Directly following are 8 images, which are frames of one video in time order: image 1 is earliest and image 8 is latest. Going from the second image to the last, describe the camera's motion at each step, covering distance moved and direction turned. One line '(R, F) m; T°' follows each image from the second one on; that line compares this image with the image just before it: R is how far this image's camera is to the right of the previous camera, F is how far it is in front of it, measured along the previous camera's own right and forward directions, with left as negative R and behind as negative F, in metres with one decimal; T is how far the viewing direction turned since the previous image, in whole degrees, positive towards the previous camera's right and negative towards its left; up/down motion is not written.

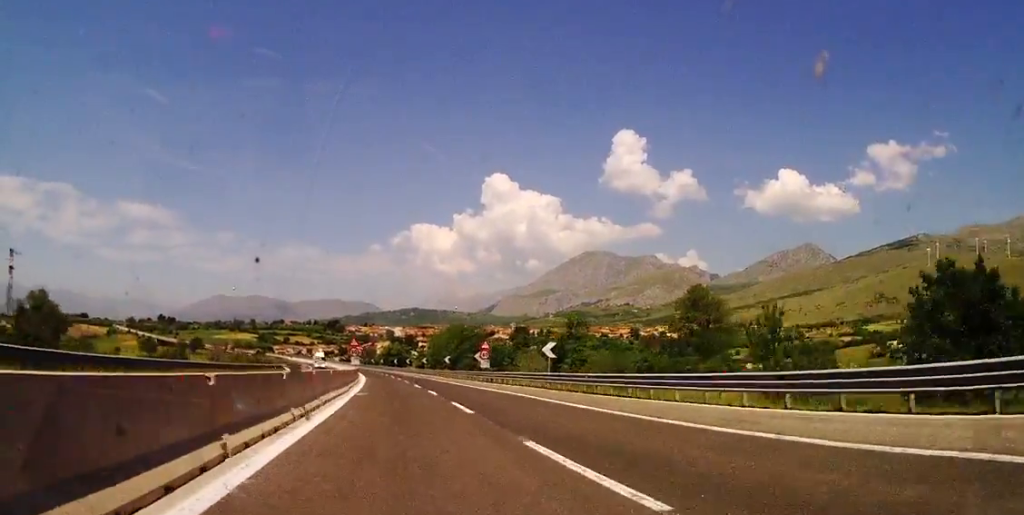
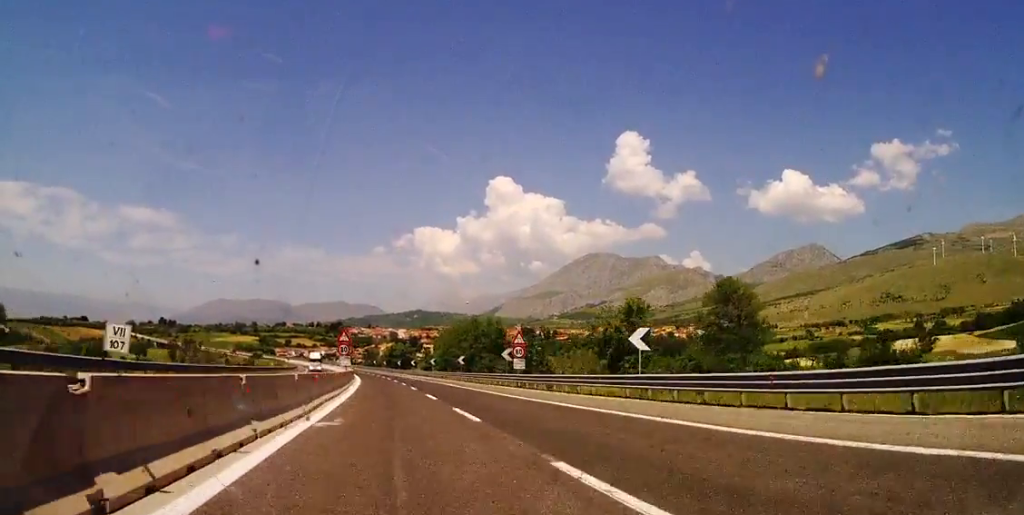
(-0.3, +15.8) m; -1°
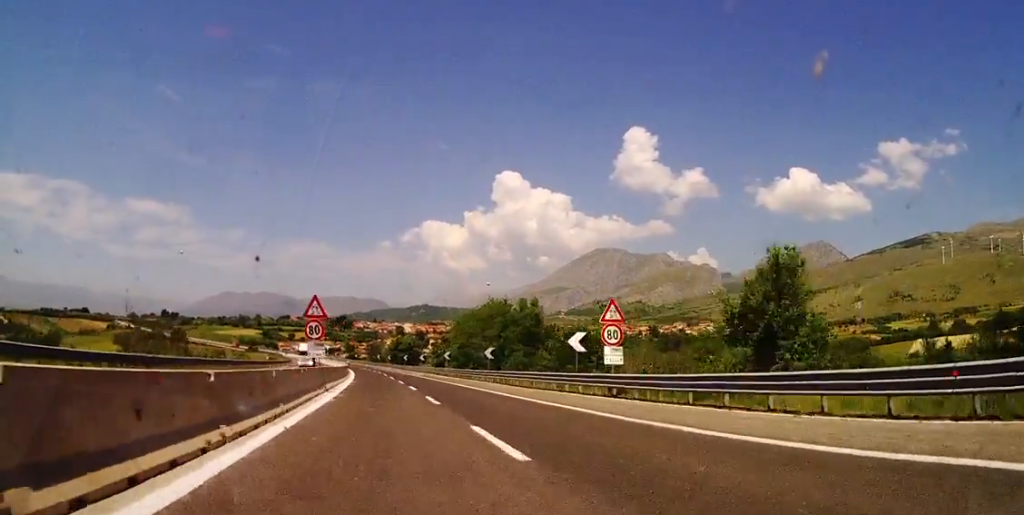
(-0.4, +19.5) m; -2°
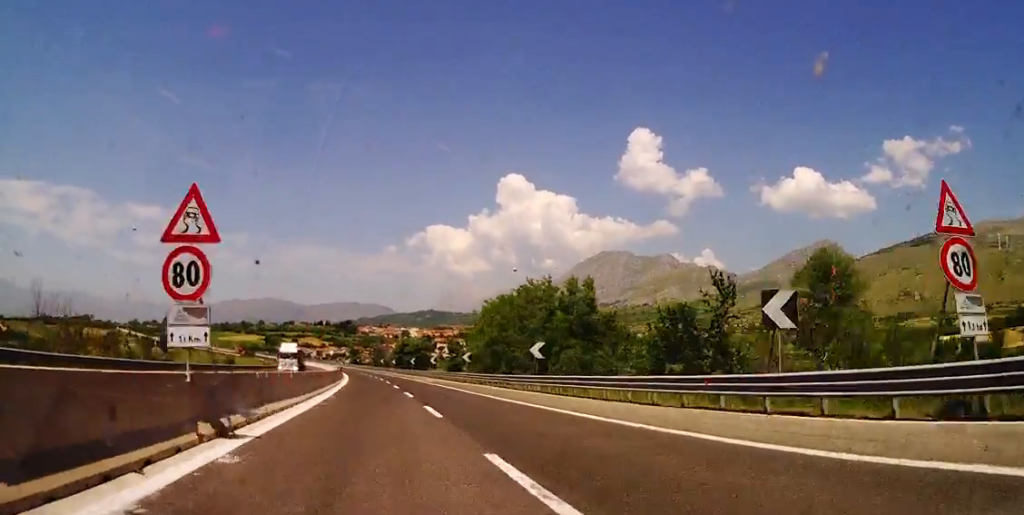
(-0.2, +18.2) m; 0°
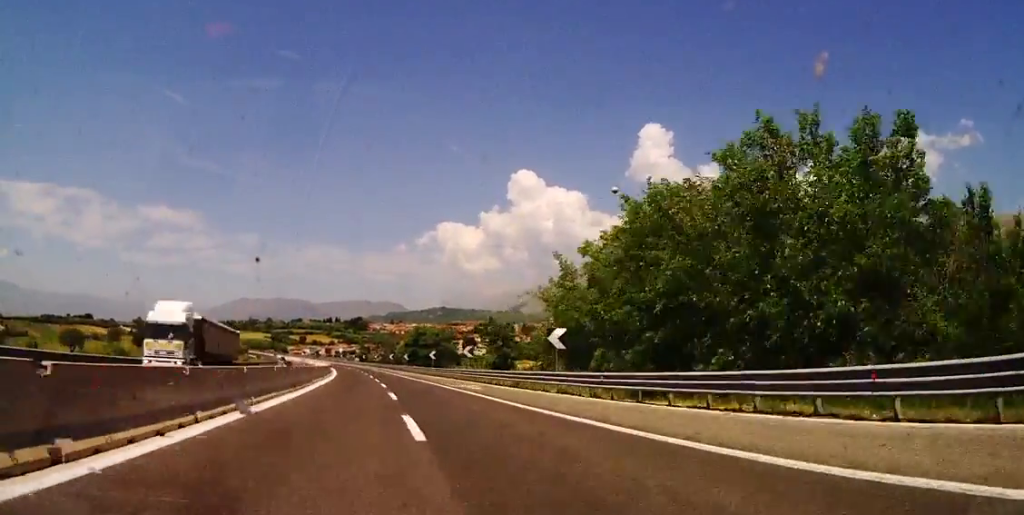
(0.0, +34.1) m; 0°
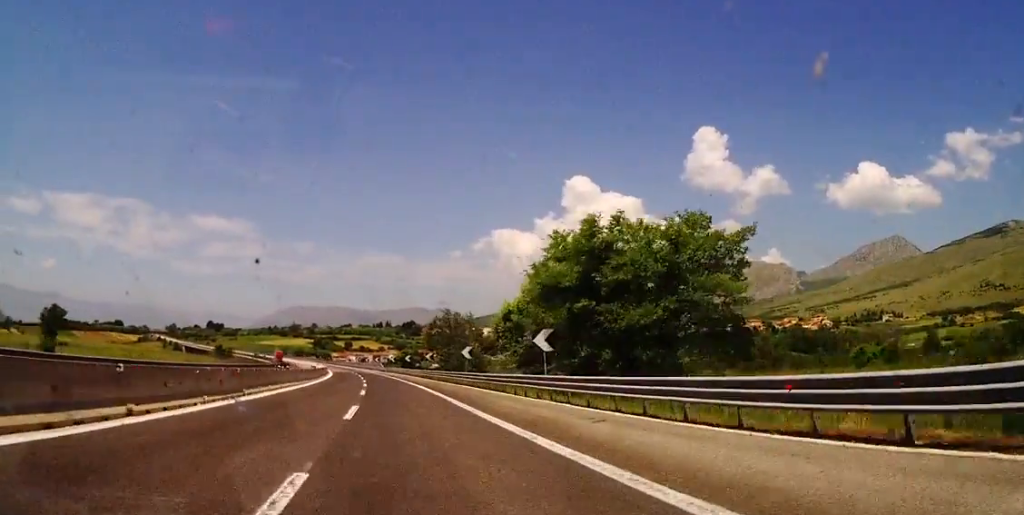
(-2.4, +80.5) m; -3°
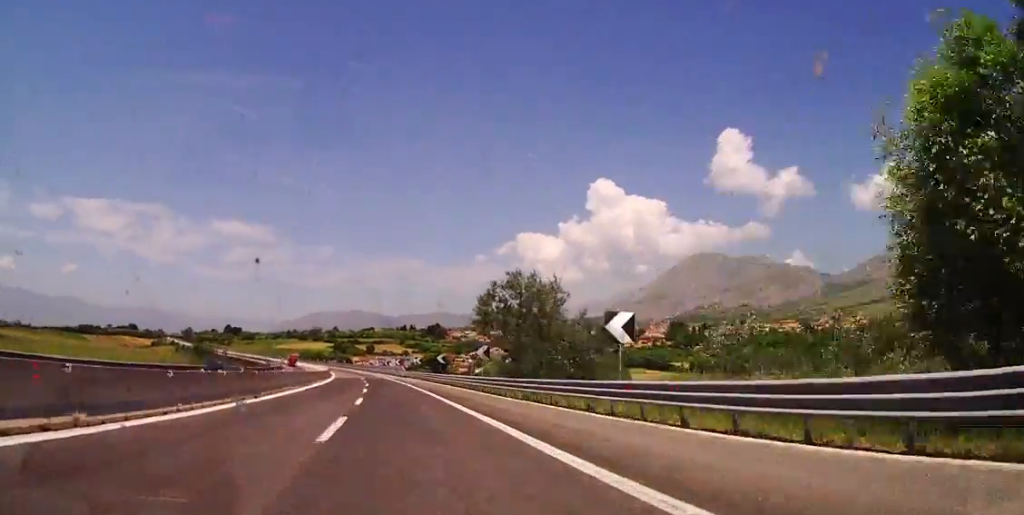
(+0.1, +33.4) m; -1°
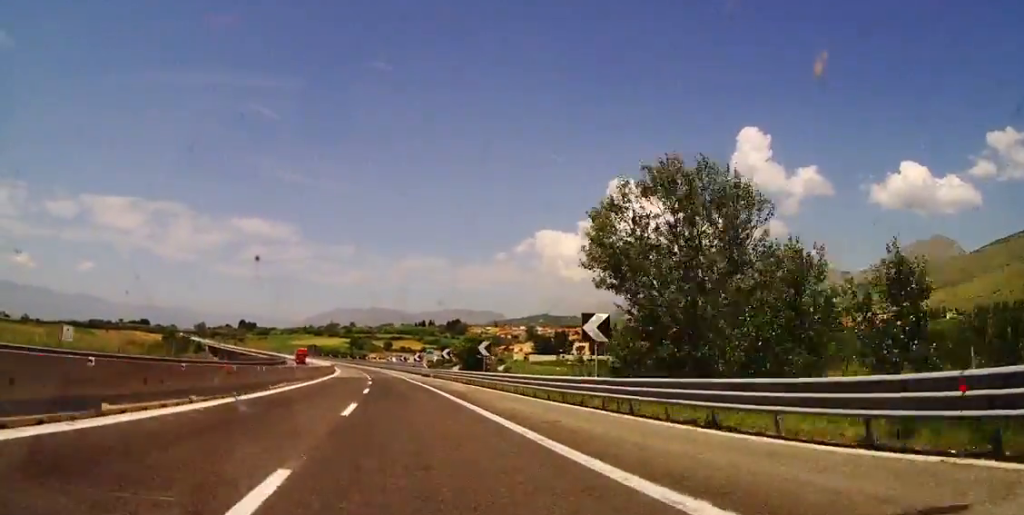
(+0.2, +23.5) m; -1°
